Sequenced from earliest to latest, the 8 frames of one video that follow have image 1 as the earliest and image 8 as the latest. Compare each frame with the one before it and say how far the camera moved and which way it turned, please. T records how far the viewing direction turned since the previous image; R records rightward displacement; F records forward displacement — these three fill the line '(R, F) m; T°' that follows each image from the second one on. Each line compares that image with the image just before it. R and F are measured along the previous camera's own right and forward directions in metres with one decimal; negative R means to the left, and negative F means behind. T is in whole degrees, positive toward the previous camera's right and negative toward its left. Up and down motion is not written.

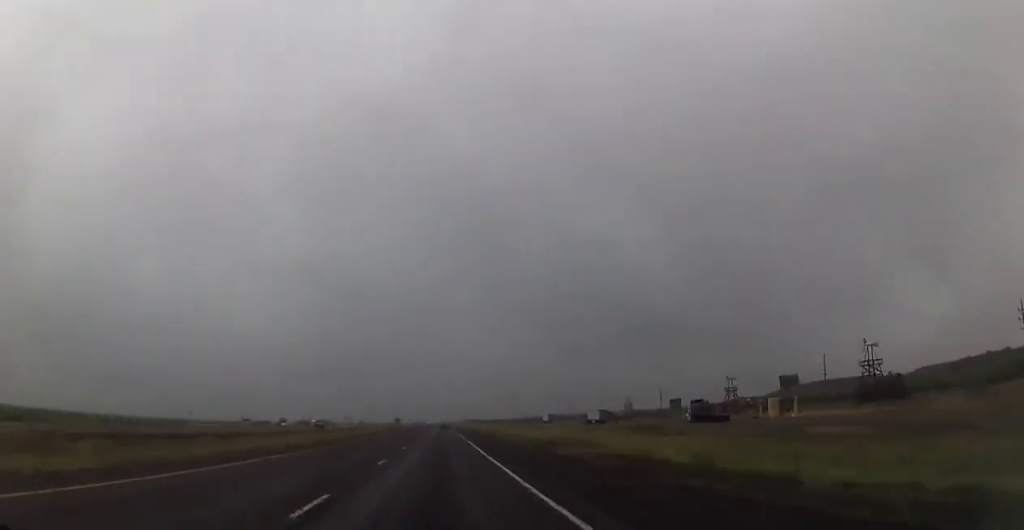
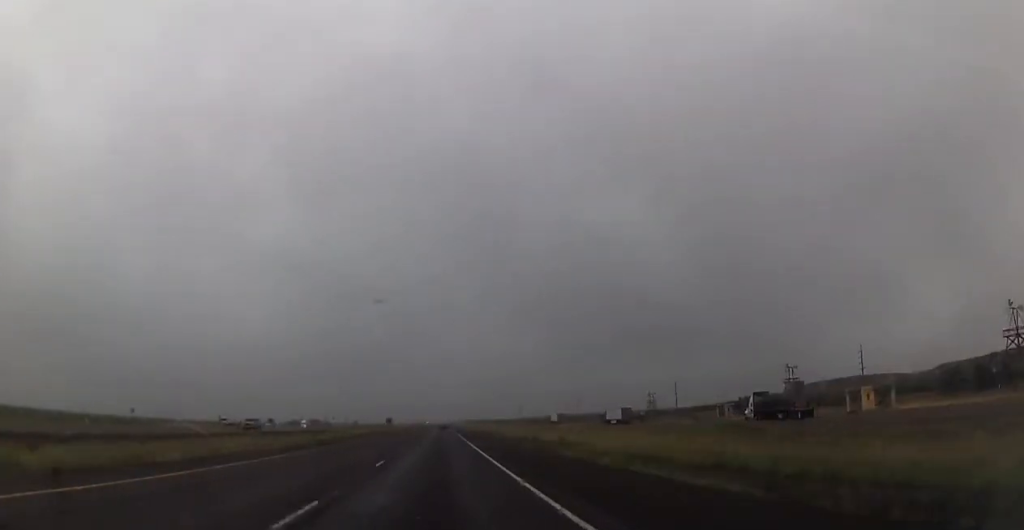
(+0.2, +25.4) m; 0°
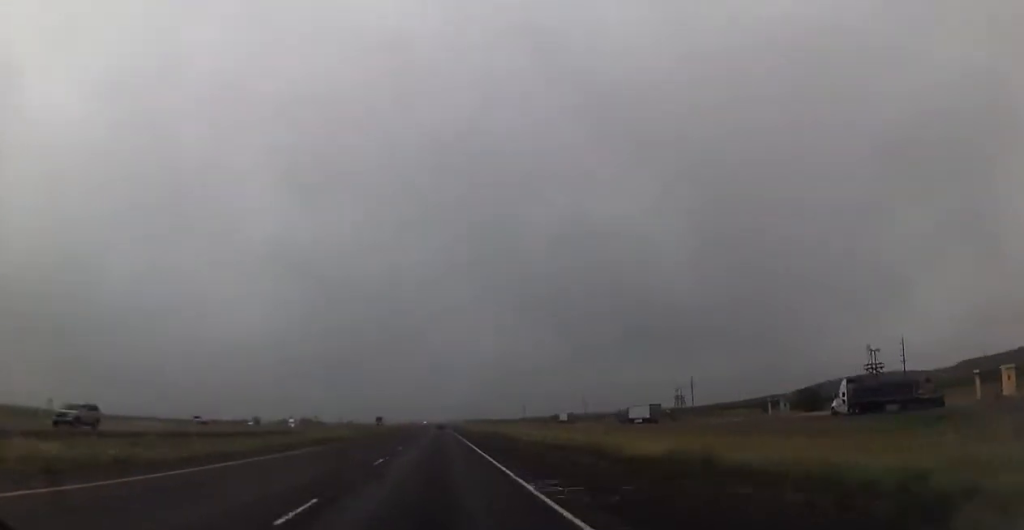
(0.0, +24.2) m; 0°
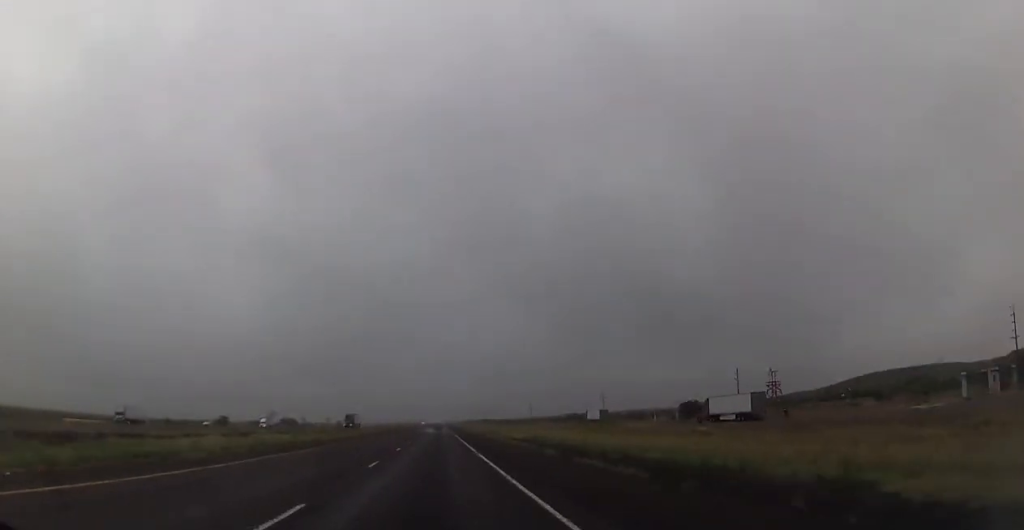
(0.0, +49.6) m; 0°
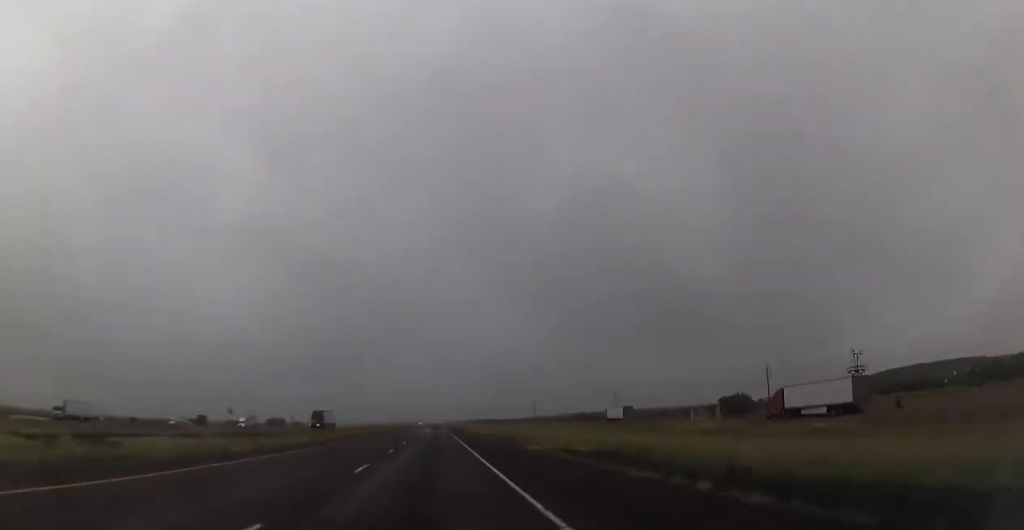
(0.0, +26.6) m; 0°
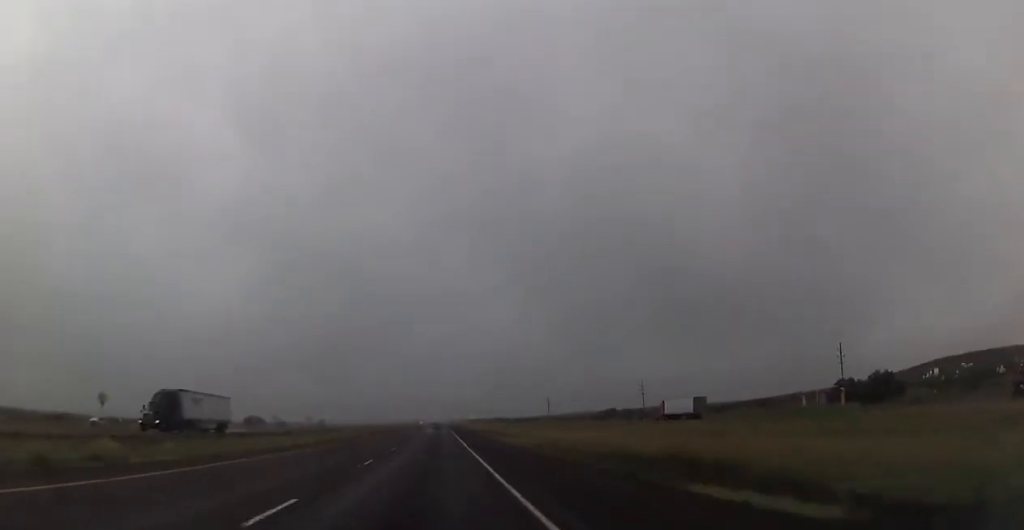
(-0.1, +45.9) m; 0°
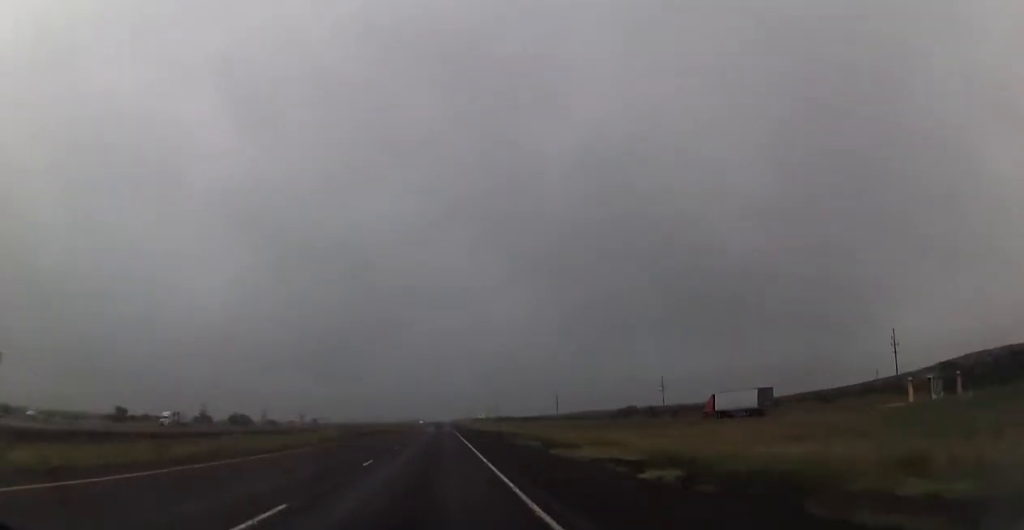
(-0.2, +25.3) m; 0°
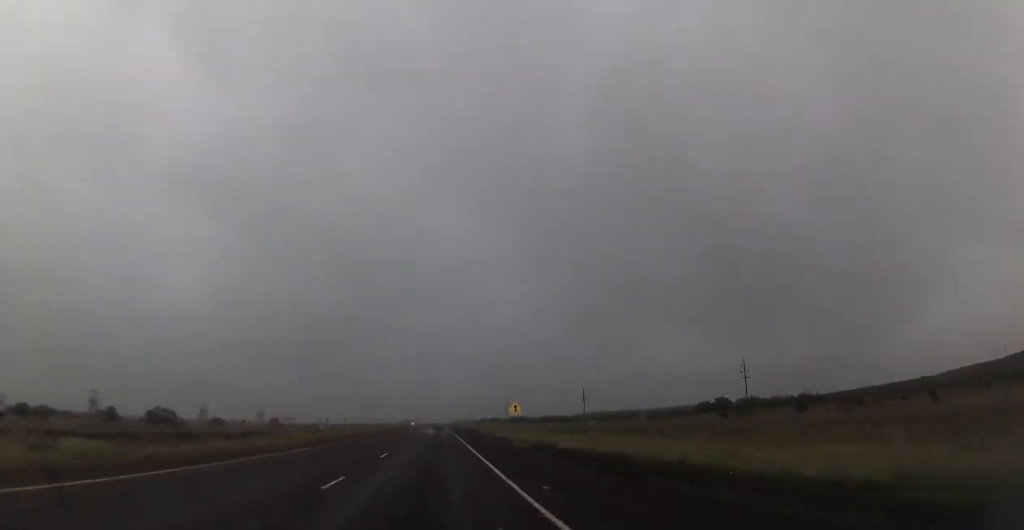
(+0.1, +79.8) m; 0°
